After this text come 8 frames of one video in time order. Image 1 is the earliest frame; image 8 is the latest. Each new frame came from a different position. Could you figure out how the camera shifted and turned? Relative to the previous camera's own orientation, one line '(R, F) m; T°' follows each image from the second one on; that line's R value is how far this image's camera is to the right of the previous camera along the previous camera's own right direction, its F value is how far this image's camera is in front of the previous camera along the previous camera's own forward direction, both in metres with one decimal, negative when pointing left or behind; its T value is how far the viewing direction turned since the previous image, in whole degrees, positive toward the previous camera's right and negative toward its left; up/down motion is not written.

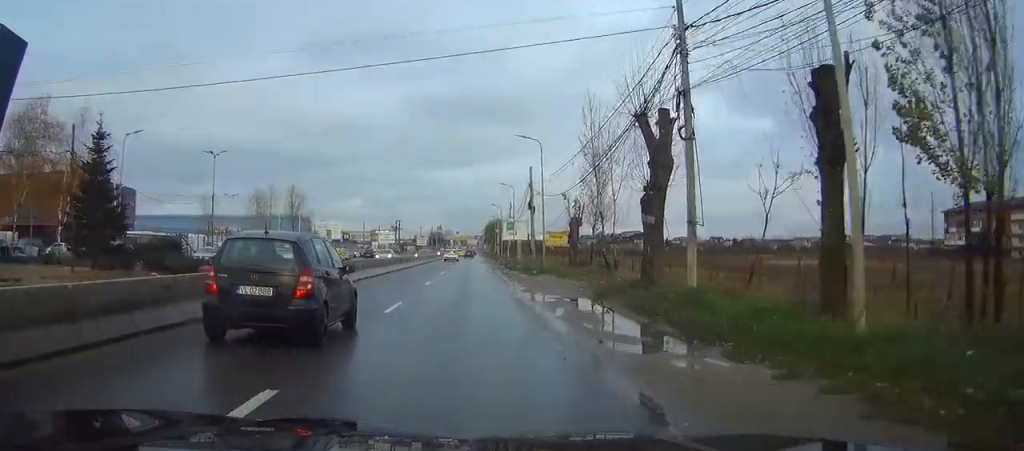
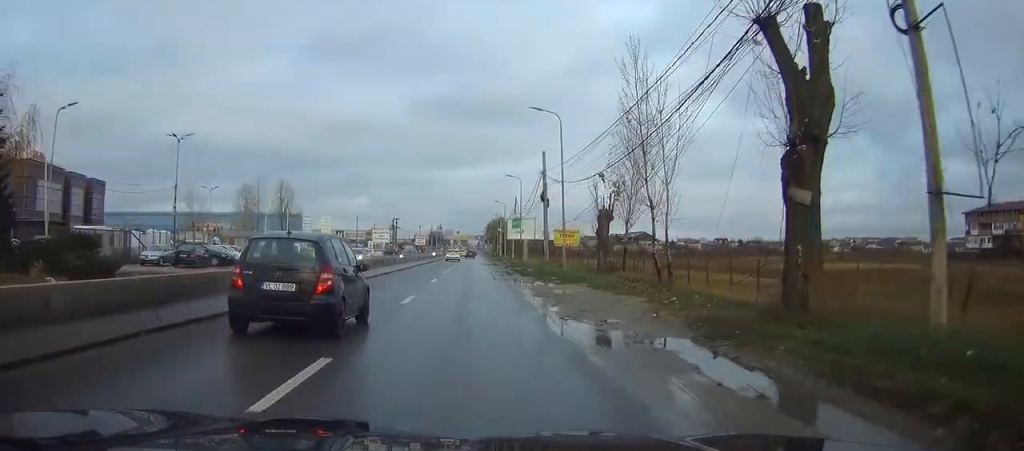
(0.0, +9.8) m; 0°
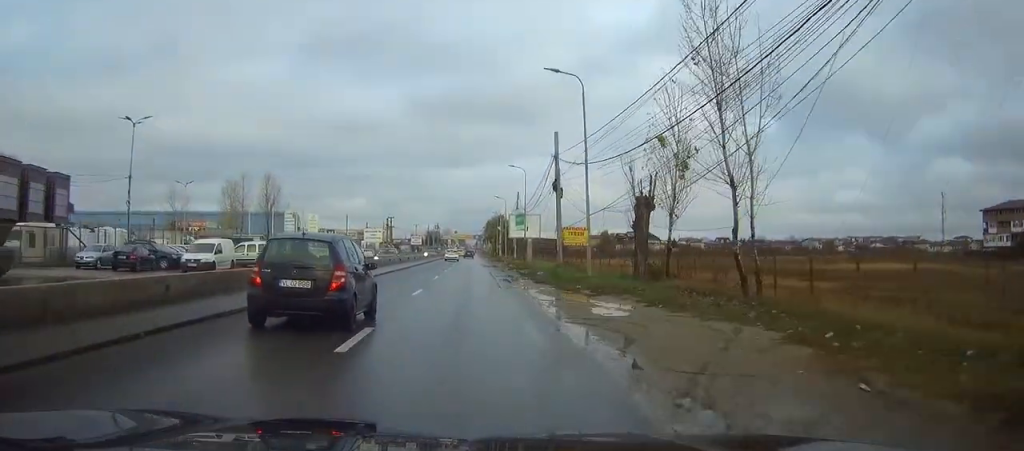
(0.0, +8.6) m; 0°
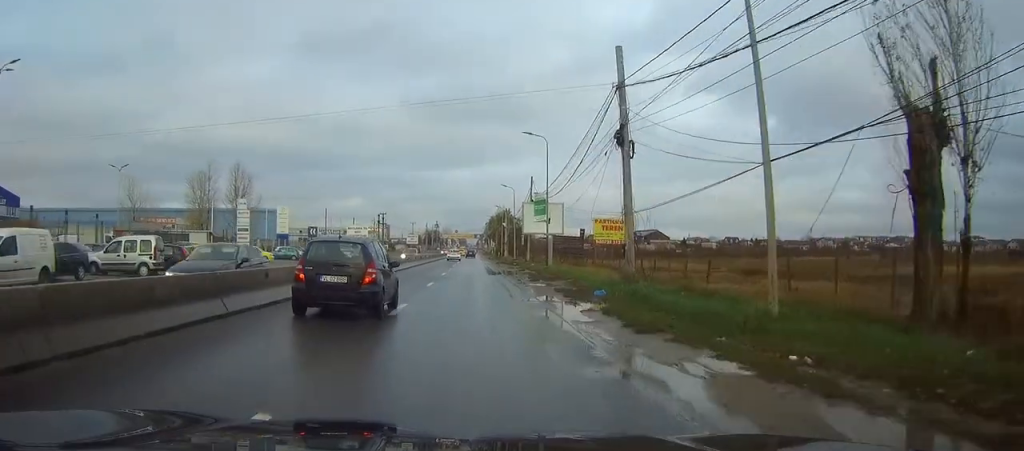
(-0.1, +18.6) m; 0°
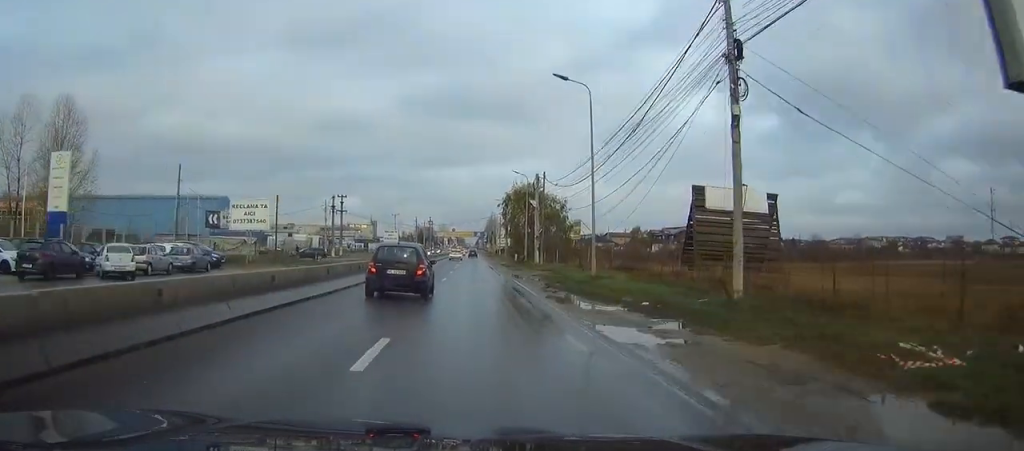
(-0.3, +54.7) m; 0°
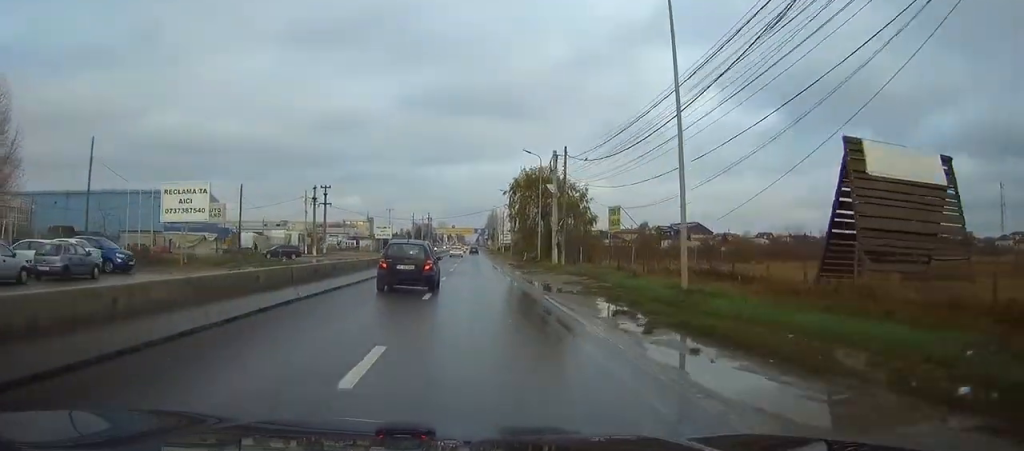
(0.0, +13.5) m; 0°
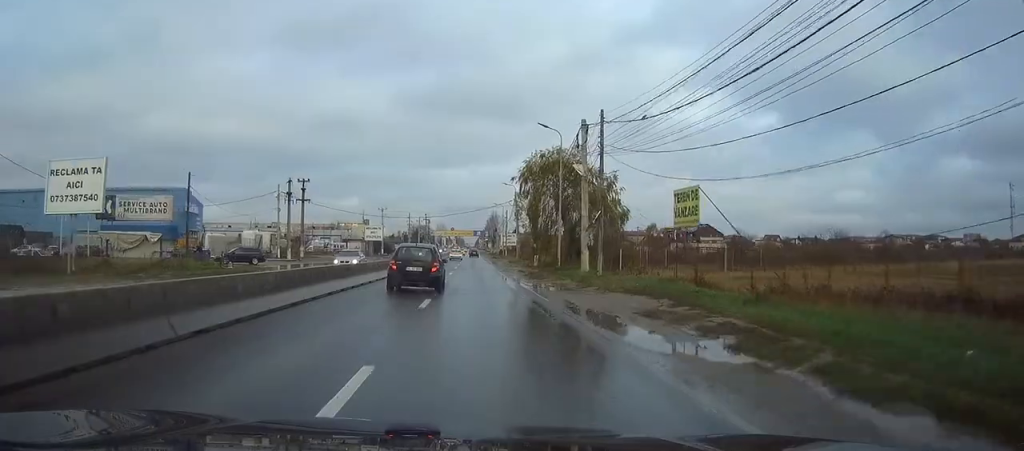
(0.0, +13.6) m; 0°
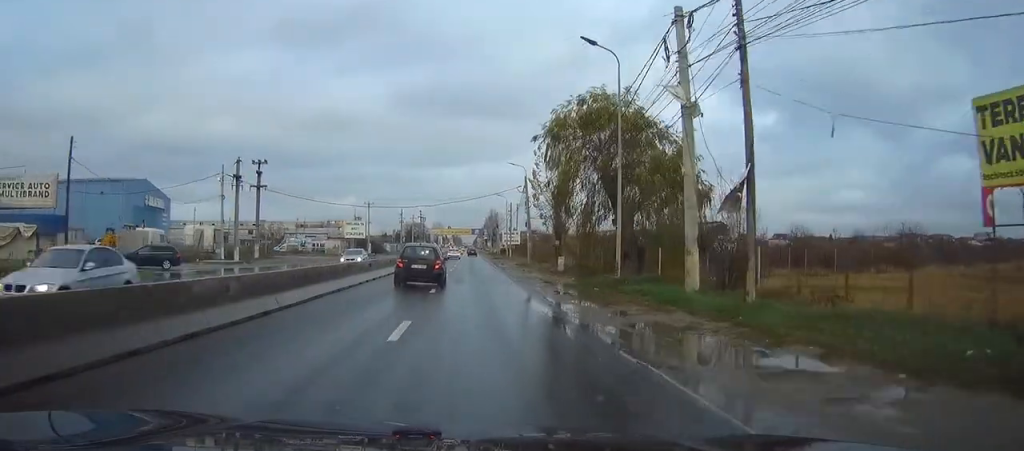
(0.0, +18.5) m; 0°
